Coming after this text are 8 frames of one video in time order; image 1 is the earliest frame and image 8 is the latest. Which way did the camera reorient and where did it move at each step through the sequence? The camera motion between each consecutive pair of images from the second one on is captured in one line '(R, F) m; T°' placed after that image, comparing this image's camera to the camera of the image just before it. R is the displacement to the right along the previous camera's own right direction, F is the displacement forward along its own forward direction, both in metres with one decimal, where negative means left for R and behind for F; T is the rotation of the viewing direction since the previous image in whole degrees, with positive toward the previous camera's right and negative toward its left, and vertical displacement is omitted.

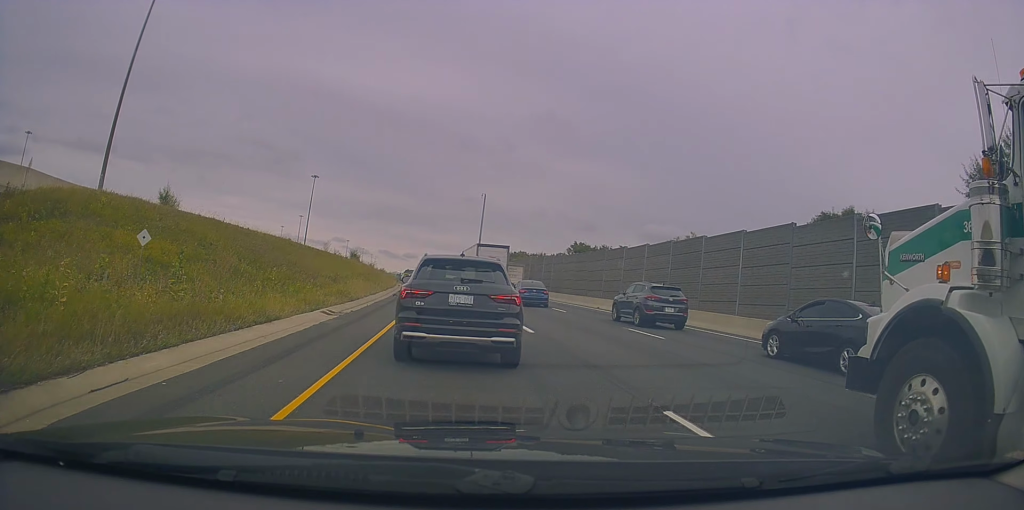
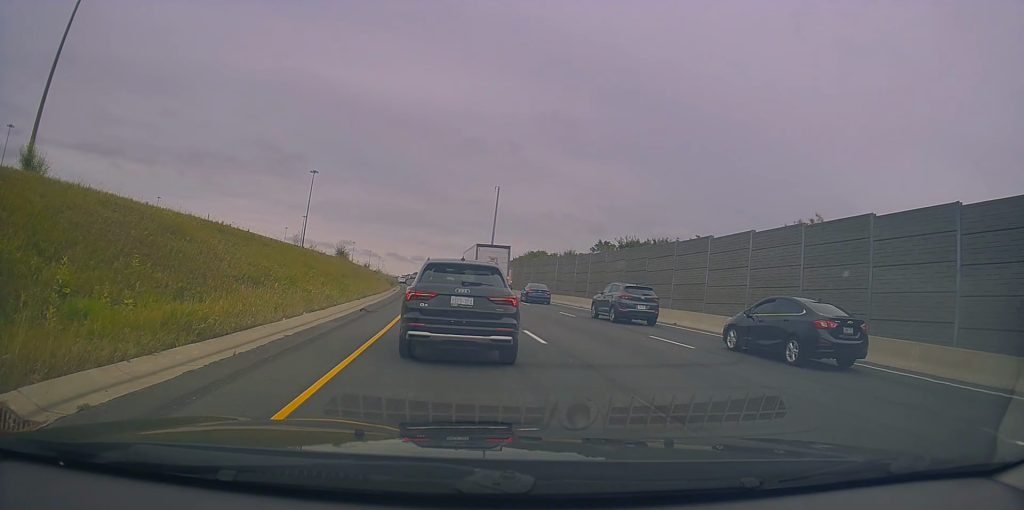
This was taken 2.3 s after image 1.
(+0.5, +14.8) m; +4°
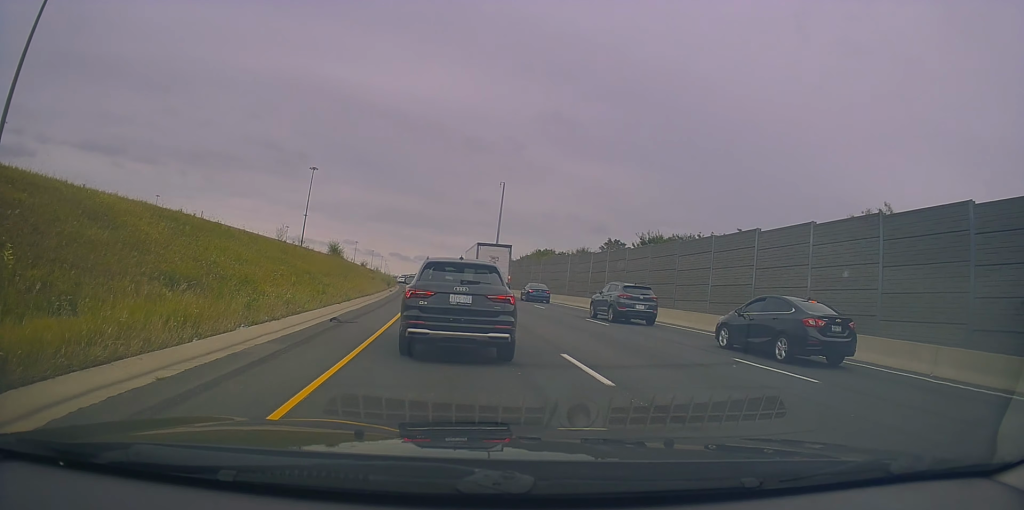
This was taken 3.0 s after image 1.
(0.0, +5.0) m; -2°
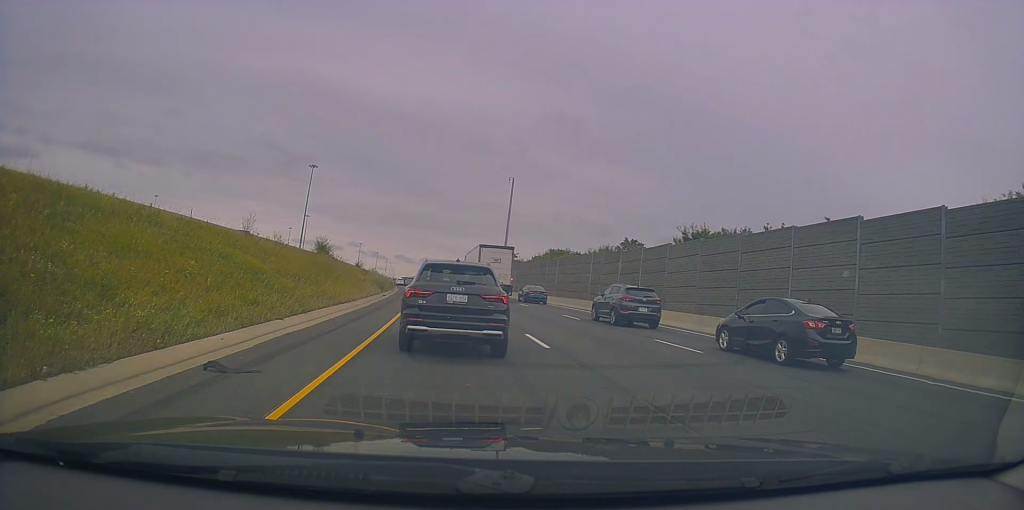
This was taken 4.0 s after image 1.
(-0.3, +7.7) m; -4°
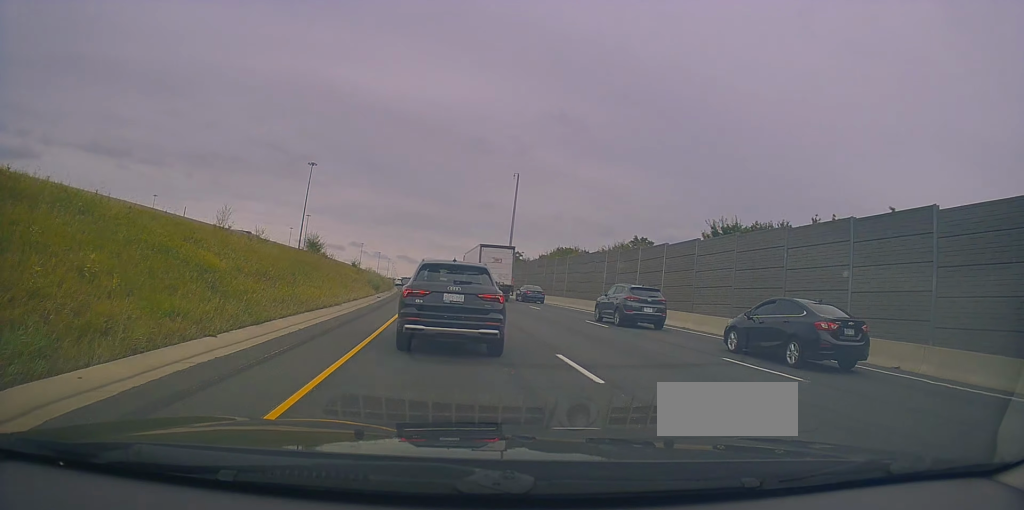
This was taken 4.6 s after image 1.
(-0.1, +4.1) m; -1°
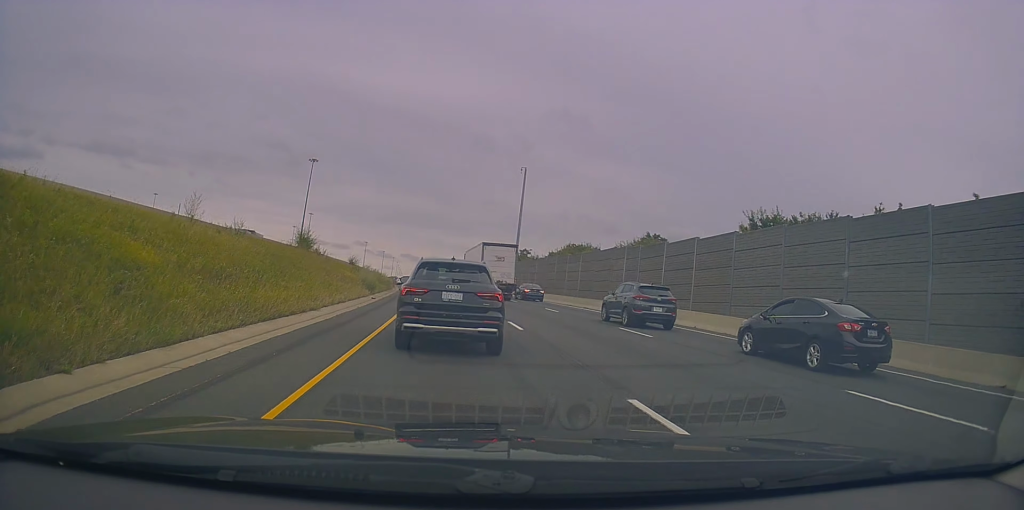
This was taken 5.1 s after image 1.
(+0.1, +4.2) m; 0°
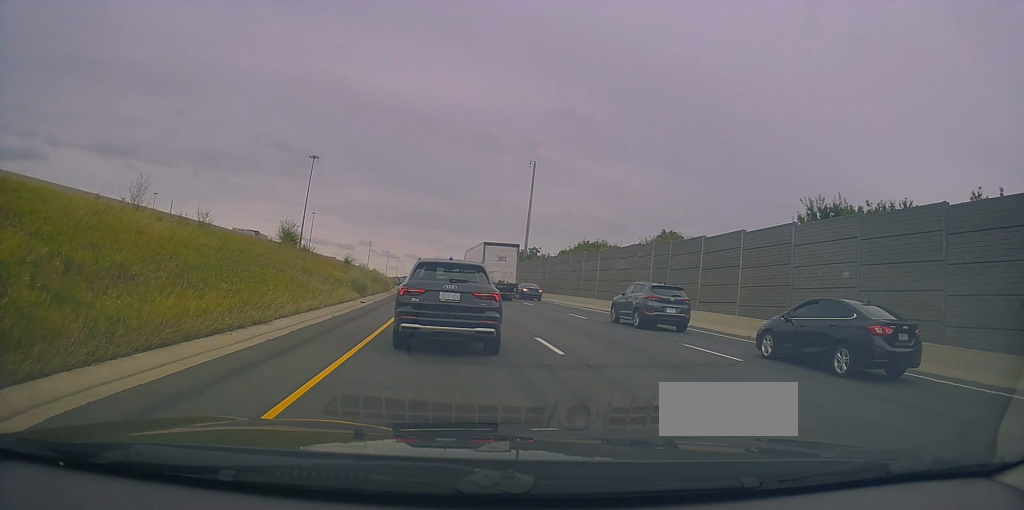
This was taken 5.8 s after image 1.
(0.0, +5.3) m; 0°
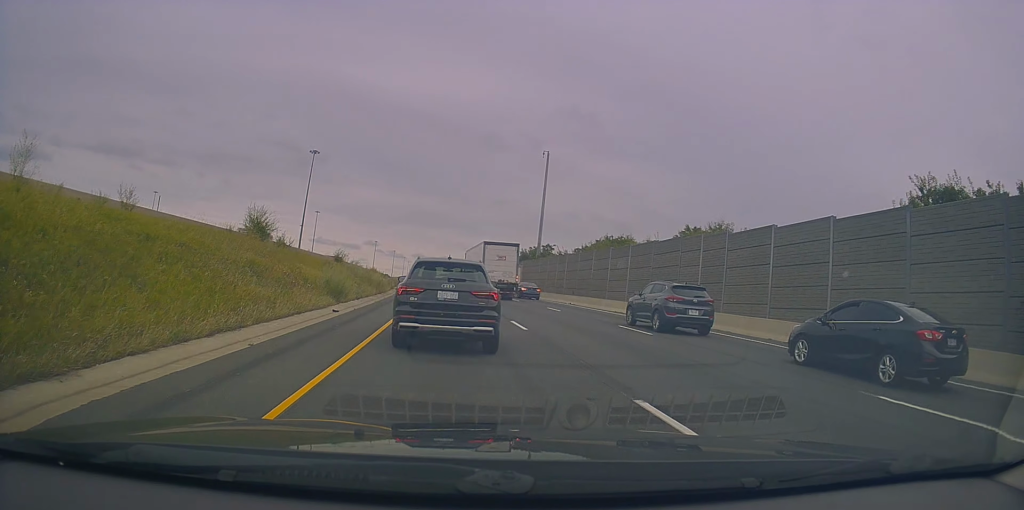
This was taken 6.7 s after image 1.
(-0.1, +7.3) m; 0°
